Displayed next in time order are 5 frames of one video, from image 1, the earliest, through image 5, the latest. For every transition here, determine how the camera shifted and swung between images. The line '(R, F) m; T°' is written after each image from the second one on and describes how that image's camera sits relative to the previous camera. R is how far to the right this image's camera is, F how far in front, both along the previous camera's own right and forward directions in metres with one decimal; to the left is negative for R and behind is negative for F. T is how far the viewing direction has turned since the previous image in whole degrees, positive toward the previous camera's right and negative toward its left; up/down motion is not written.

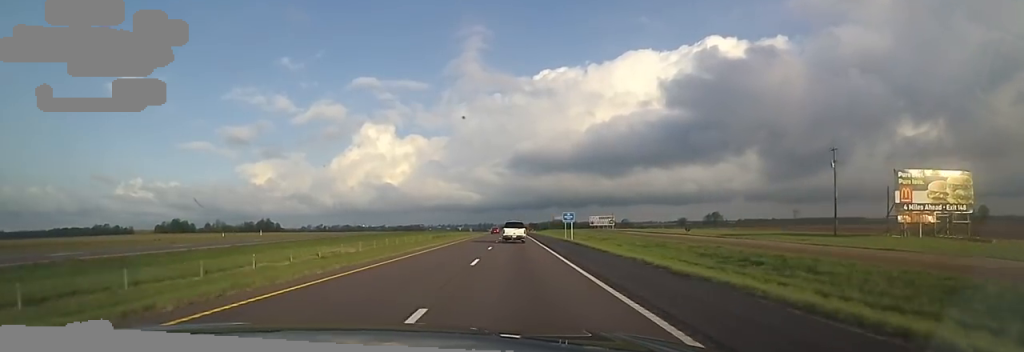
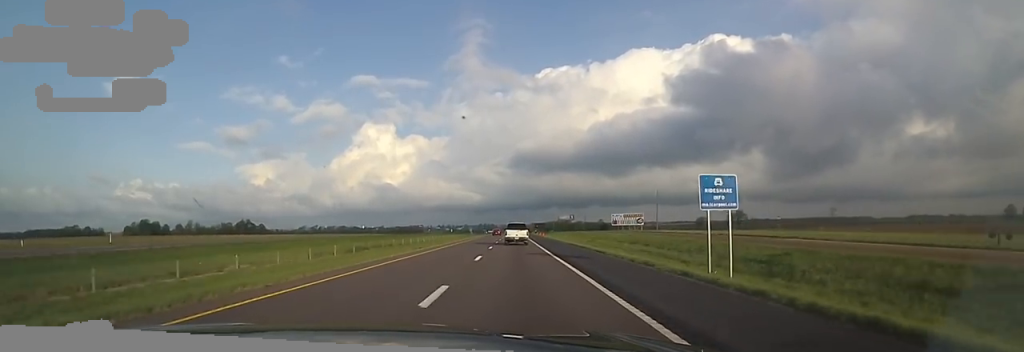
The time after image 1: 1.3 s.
(0.0, +46.1) m; -1°
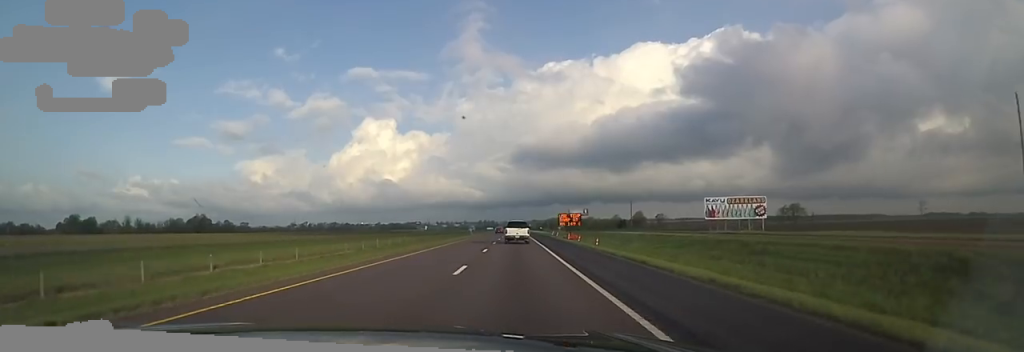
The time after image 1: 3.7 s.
(-0.7, +83.0) m; +1°
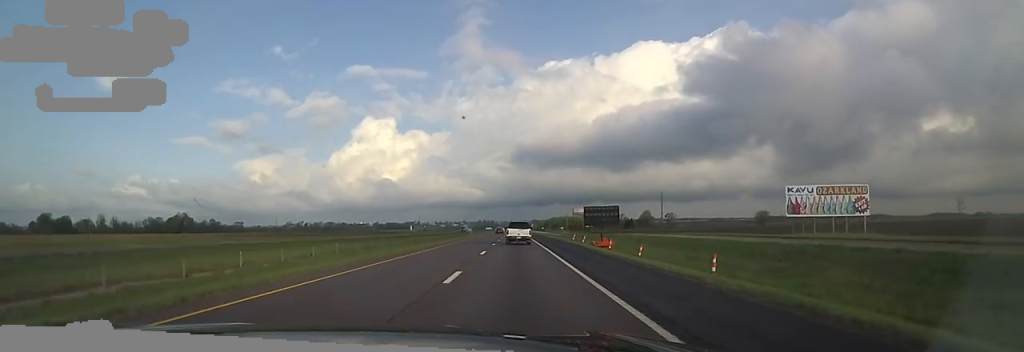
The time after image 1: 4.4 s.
(+0.4, +27.0) m; 0°
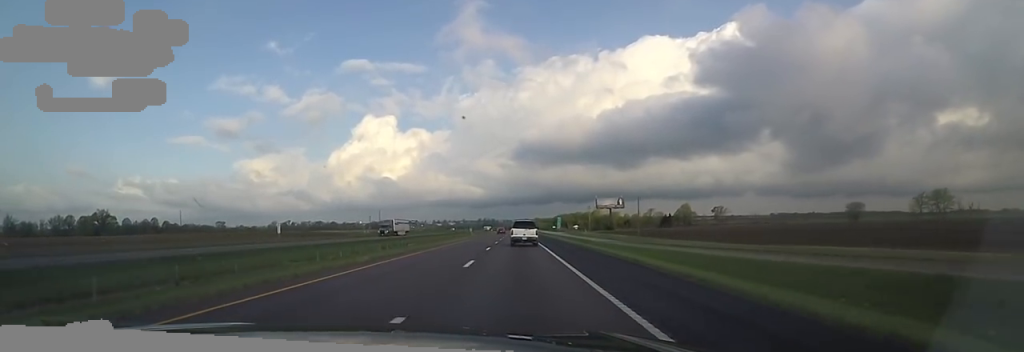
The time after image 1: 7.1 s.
(-3.7, +92.6) m; -2°
